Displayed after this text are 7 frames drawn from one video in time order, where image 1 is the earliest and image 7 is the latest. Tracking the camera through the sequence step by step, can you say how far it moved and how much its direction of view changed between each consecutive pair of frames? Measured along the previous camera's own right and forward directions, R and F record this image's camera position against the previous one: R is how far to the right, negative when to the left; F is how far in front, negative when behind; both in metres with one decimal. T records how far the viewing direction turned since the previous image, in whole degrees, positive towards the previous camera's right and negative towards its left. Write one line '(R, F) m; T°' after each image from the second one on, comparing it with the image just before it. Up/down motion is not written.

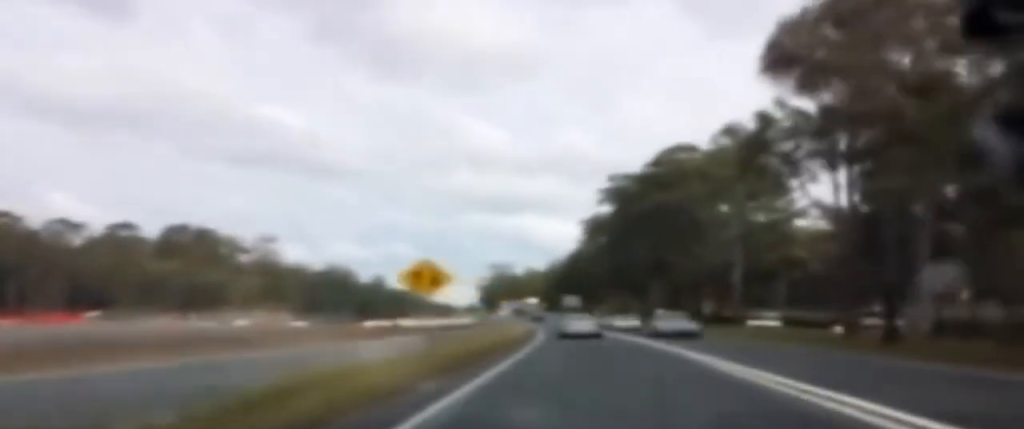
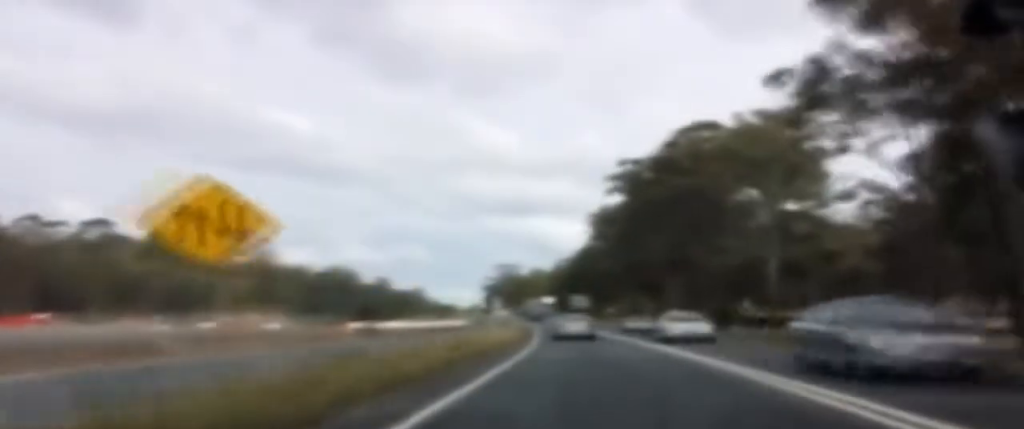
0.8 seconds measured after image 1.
(+0.1, +13.9) m; 0°
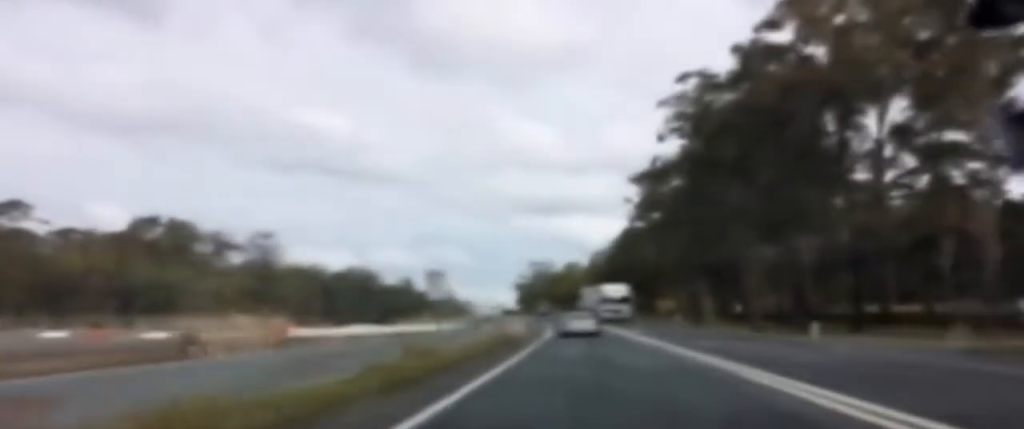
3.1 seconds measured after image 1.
(-0.4, +39.5) m; -1°
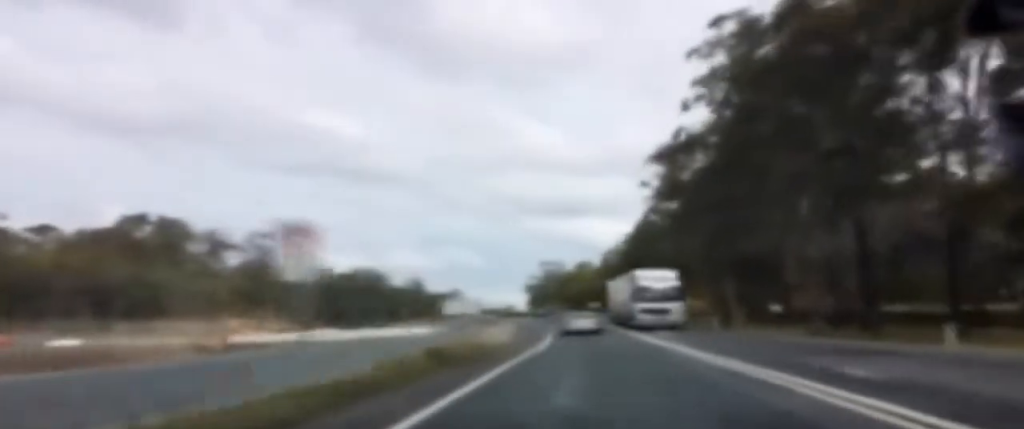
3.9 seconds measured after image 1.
(-0.1, +15.0) m; -1°
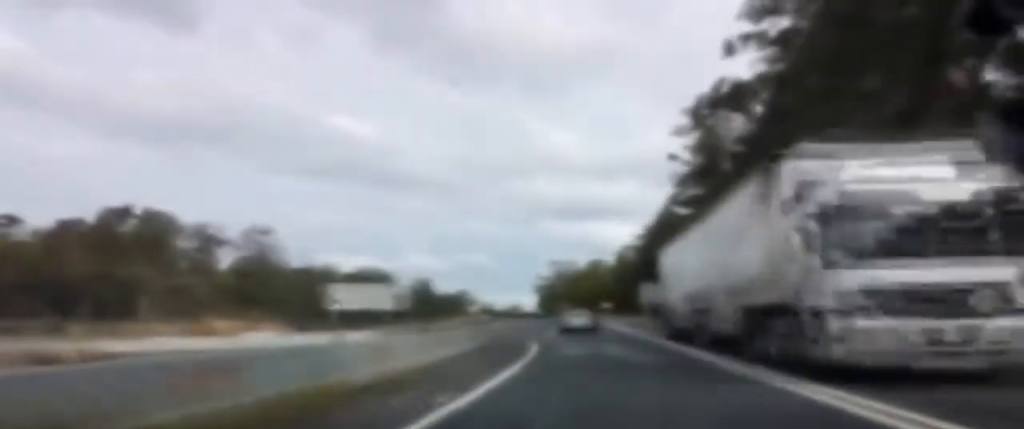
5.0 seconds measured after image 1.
(-0.4, +18.5) m; -2°
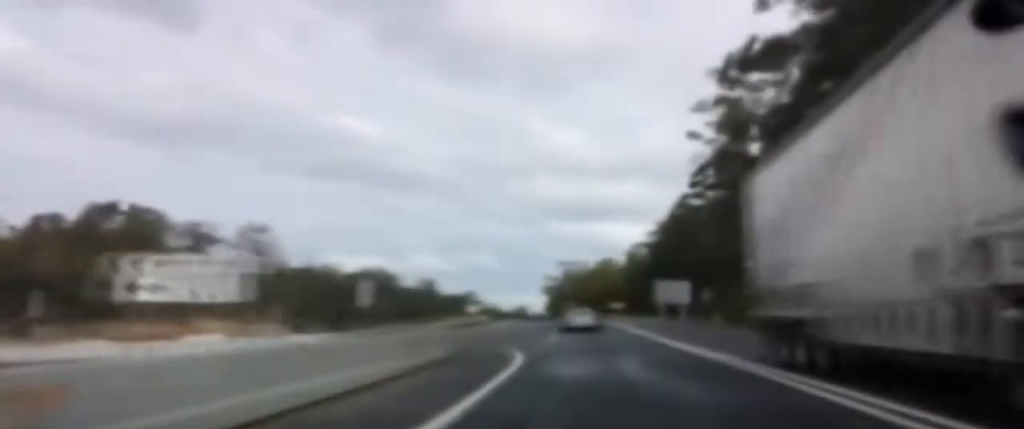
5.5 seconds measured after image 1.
(0.0, +9.3) m; 0°
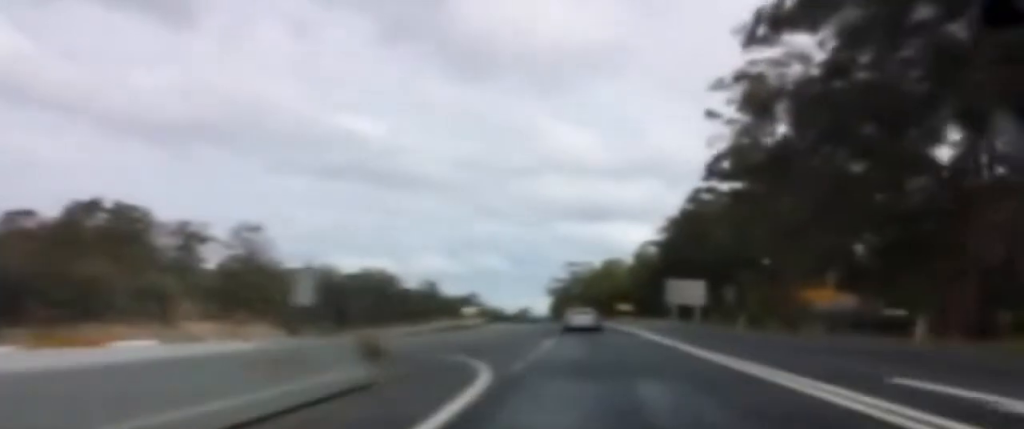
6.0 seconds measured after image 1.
(0.0, +7.5) m; 0°
